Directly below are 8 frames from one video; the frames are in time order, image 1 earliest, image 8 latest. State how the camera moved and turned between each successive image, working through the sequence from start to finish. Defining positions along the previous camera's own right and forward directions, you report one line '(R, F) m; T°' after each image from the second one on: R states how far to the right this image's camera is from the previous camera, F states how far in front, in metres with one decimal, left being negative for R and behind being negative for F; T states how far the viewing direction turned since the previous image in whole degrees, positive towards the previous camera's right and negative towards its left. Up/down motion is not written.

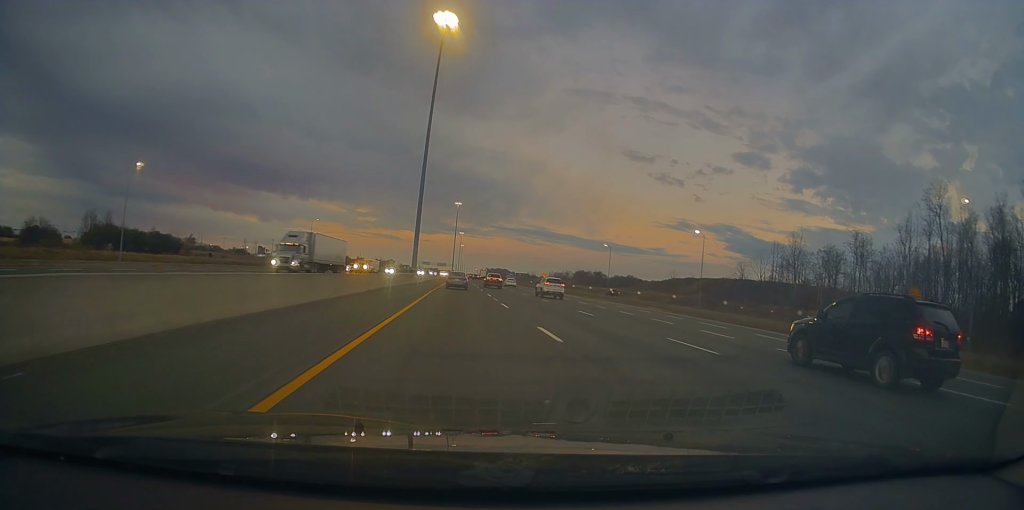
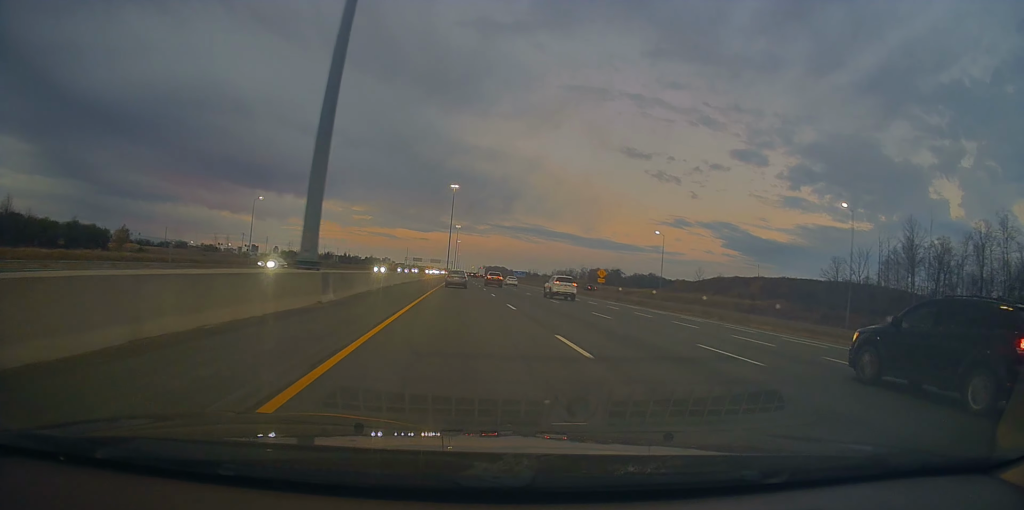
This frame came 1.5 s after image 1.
(0.0, +50.0) m; 0°
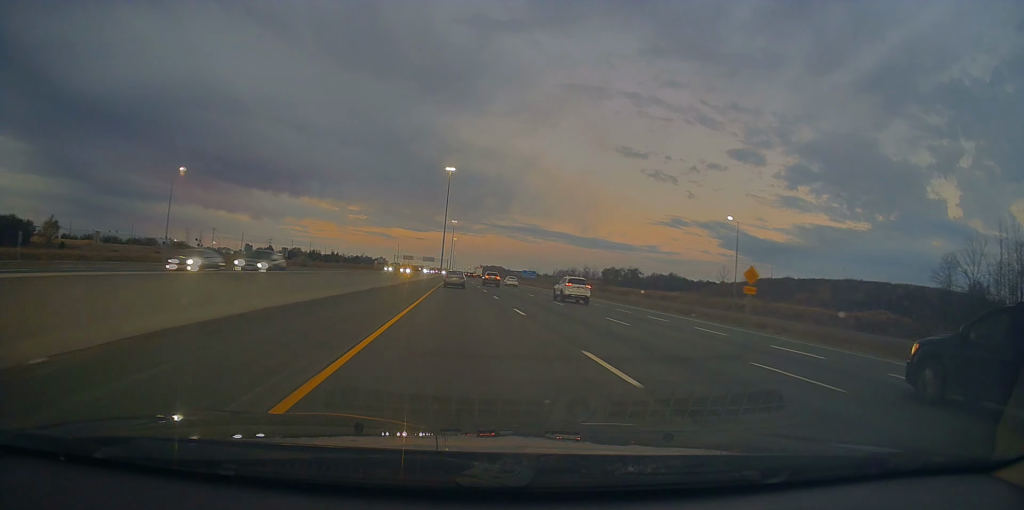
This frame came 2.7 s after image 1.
(+0.4, +38.6) m; 0°
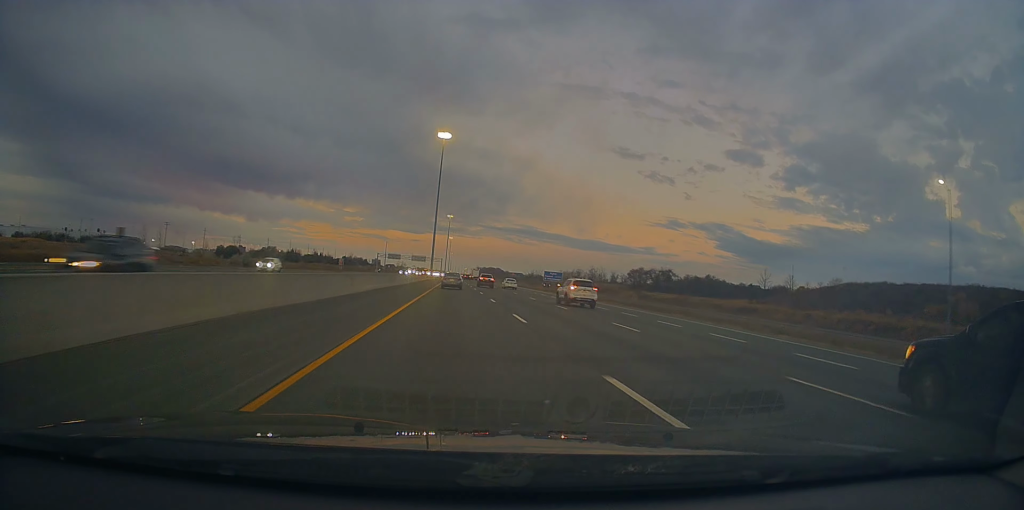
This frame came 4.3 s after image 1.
(-0.5, +50.2) m; 0°
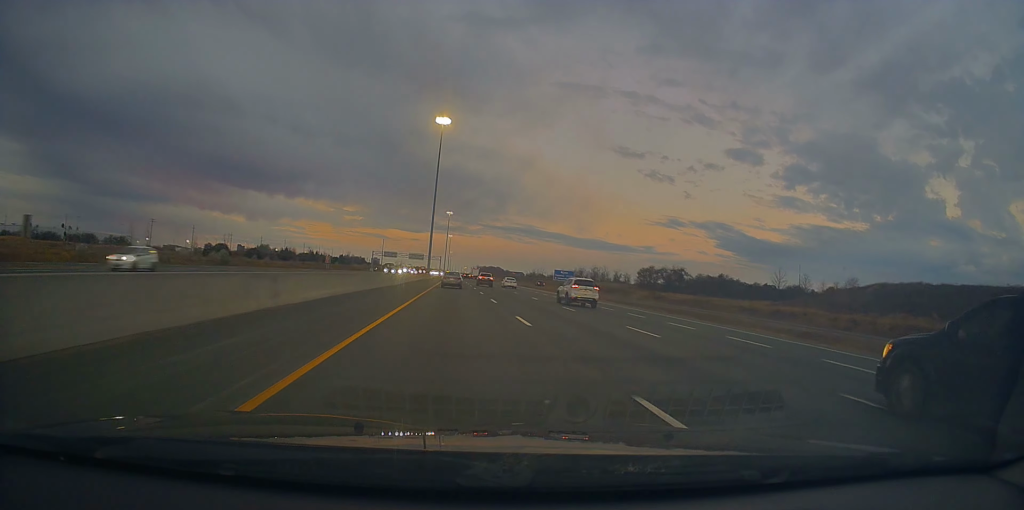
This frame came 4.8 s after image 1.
(+0.1, +13.4) m; 0°
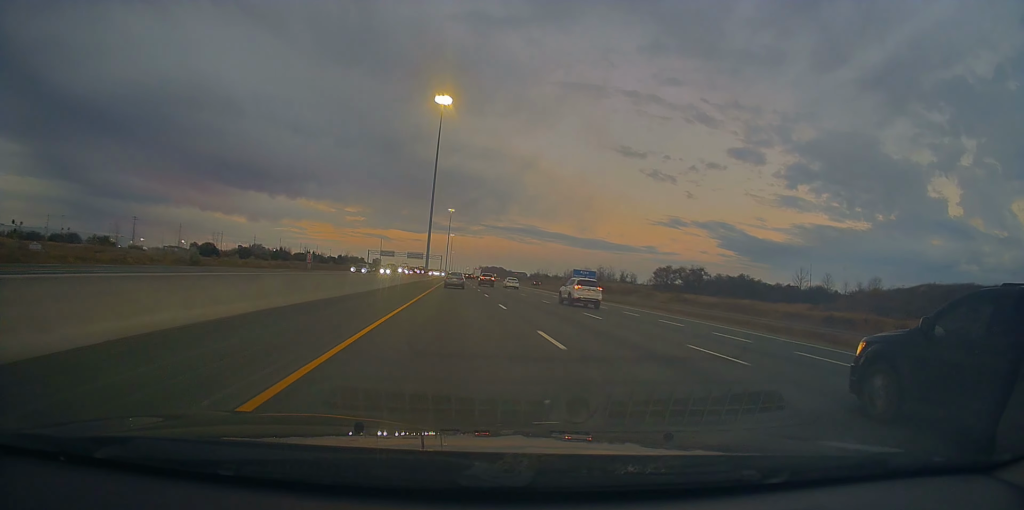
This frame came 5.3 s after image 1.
(0.0, +16.4) m; 0°
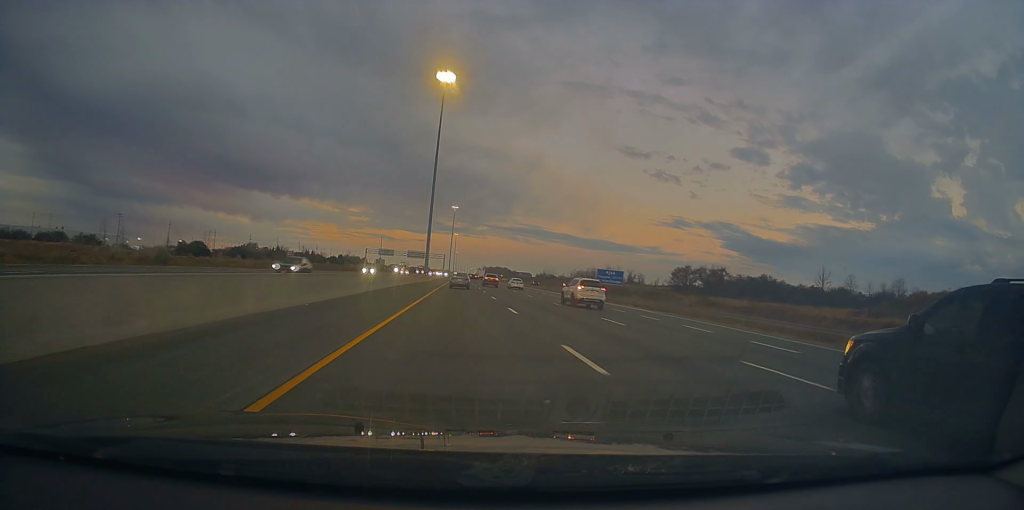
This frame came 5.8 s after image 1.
(0.0, +14.4) m; 0°
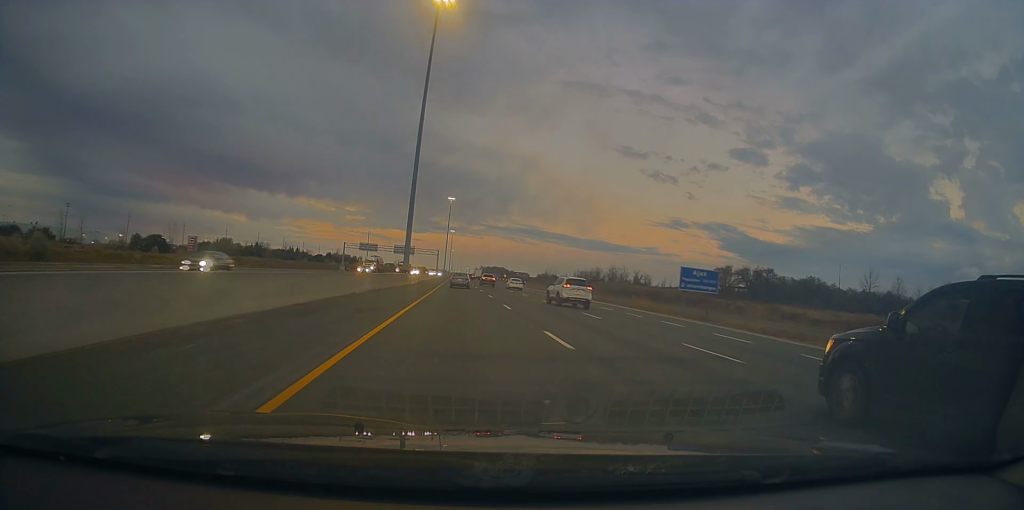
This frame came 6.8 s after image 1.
(+0.1, +32.9) m; 0°
